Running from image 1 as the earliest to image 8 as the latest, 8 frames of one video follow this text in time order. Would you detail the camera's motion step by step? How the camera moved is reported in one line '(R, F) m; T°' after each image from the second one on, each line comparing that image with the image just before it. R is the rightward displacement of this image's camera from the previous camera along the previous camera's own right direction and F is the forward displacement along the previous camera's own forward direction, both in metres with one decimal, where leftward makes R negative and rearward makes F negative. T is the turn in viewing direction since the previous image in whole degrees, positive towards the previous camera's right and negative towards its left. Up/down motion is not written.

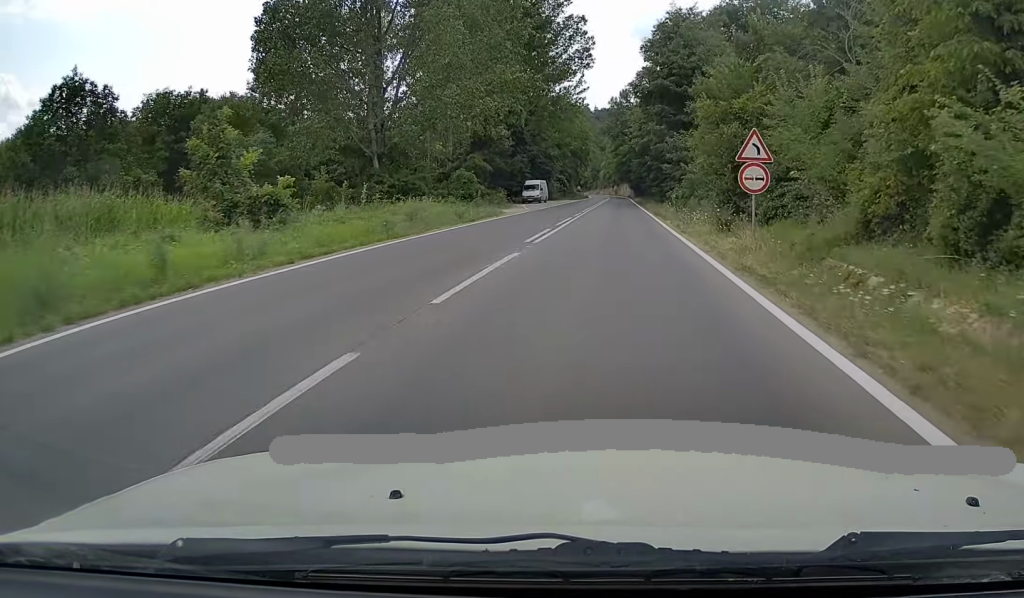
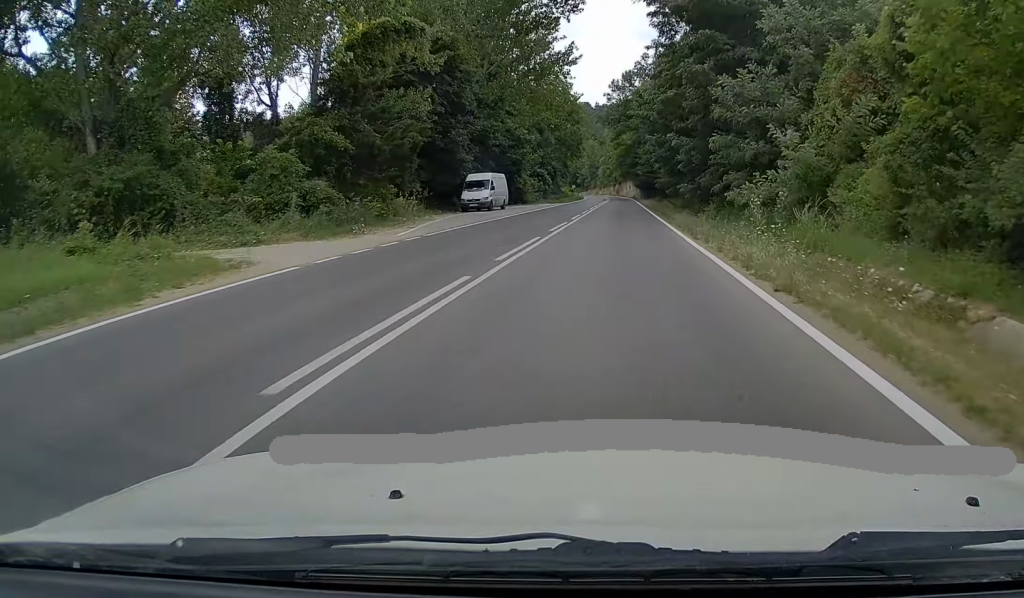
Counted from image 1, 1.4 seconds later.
(-0.6, +31.5) m; -1°
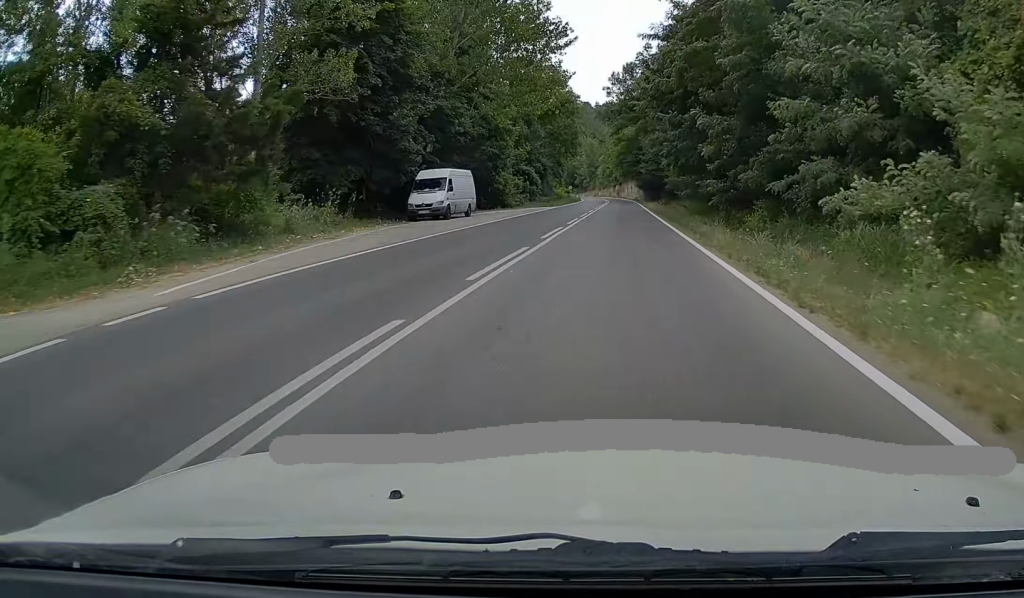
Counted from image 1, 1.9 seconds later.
(0.0, +12.3) m; 0°
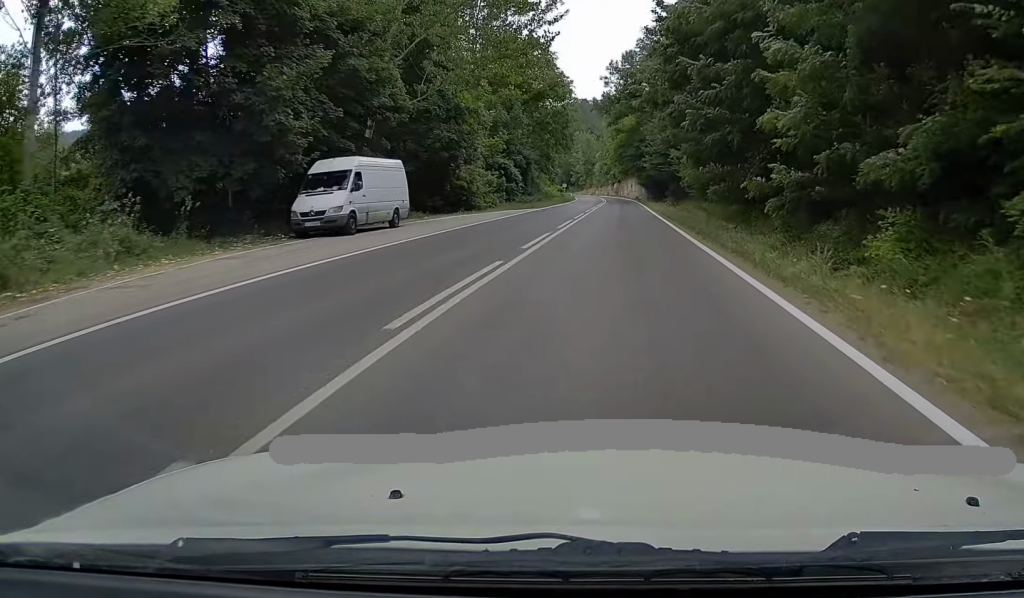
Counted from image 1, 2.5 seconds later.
(0.0, +13.0) m; 0°
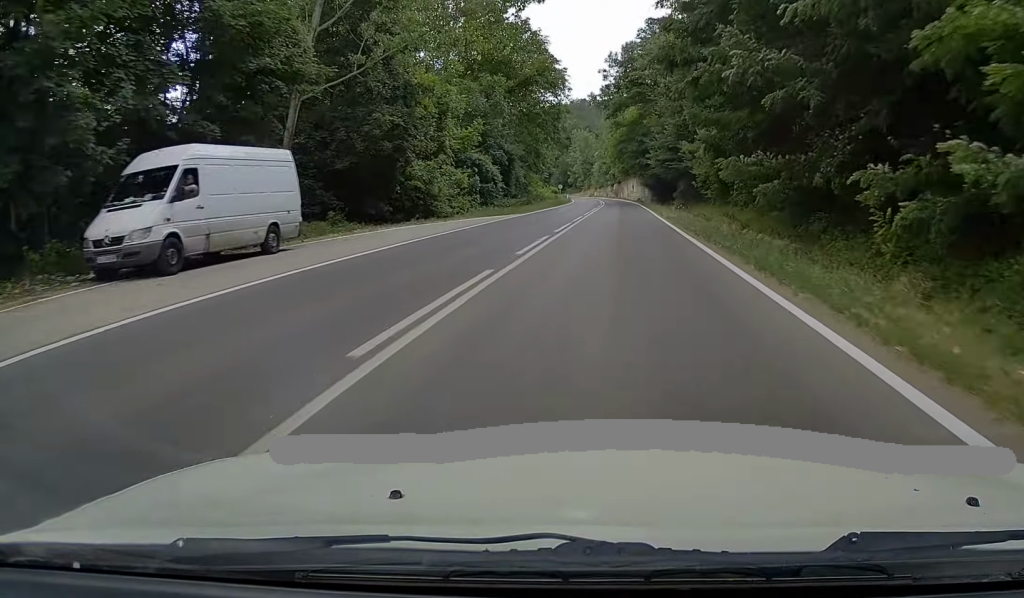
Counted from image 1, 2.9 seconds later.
(0.0, +10.0) m; 0°
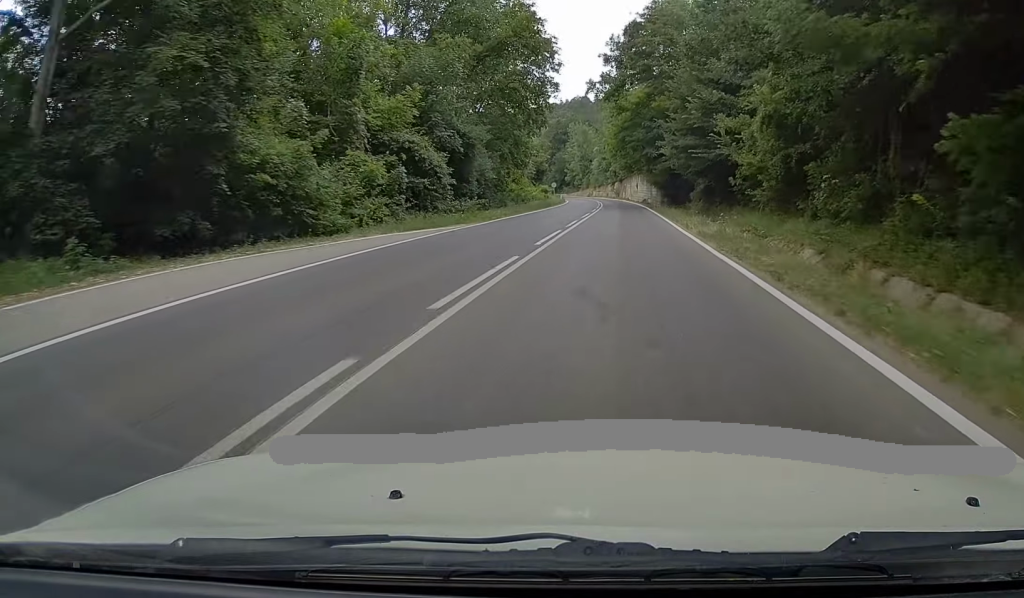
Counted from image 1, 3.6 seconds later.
(0.0, +15.4) m; +1°
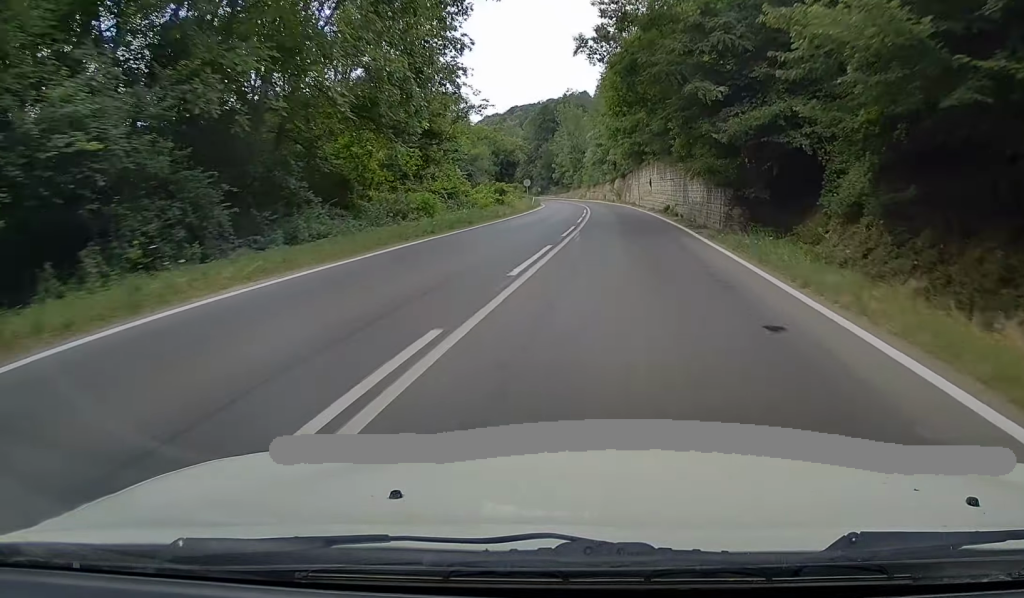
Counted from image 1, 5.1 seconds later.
(+0.5, +34.7) m; 0°
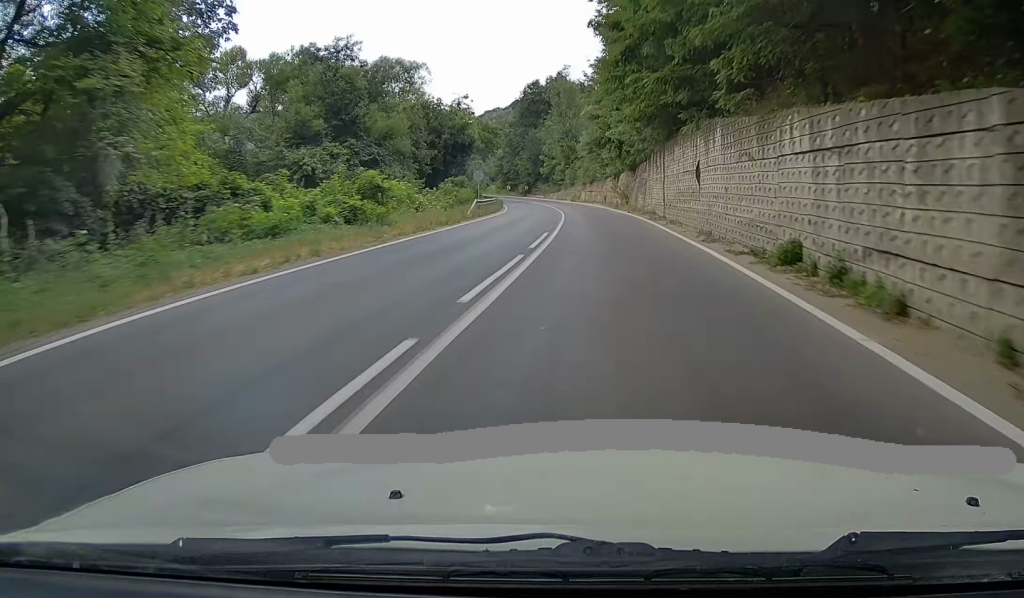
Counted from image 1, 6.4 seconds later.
(-0.9, +29.8) m; -3°
